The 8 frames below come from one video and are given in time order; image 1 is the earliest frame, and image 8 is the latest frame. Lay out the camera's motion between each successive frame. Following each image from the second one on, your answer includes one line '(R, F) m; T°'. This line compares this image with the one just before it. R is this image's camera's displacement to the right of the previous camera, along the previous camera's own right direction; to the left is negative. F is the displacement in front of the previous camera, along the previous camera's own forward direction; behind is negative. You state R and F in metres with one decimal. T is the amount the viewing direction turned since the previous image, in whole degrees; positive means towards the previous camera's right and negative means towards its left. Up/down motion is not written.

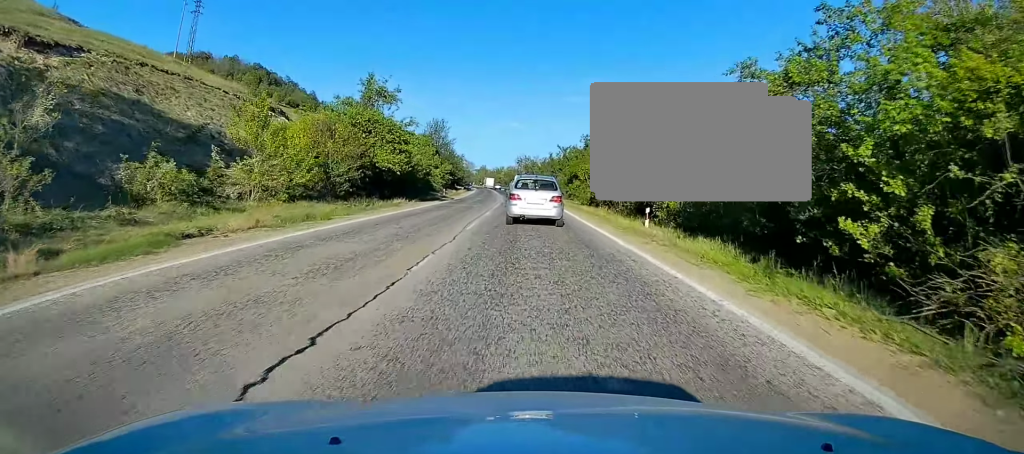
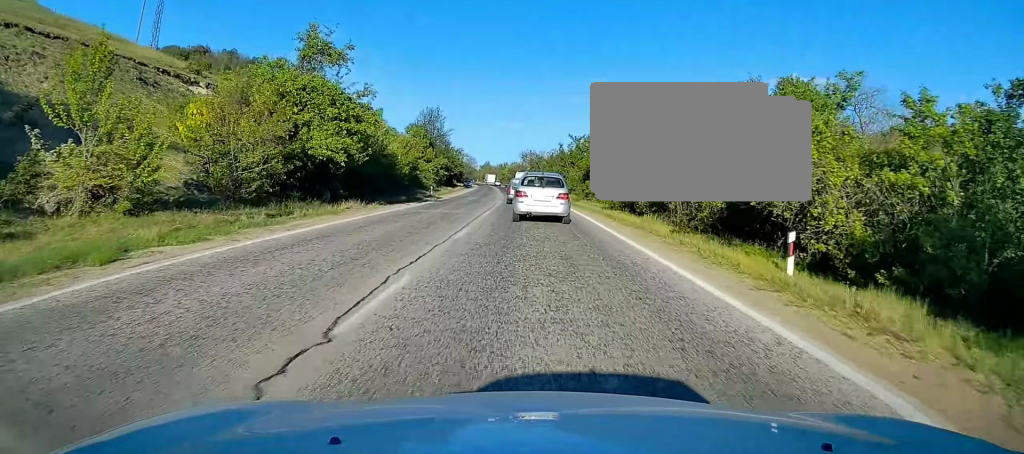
(+0.1, +12.5) m; -1°
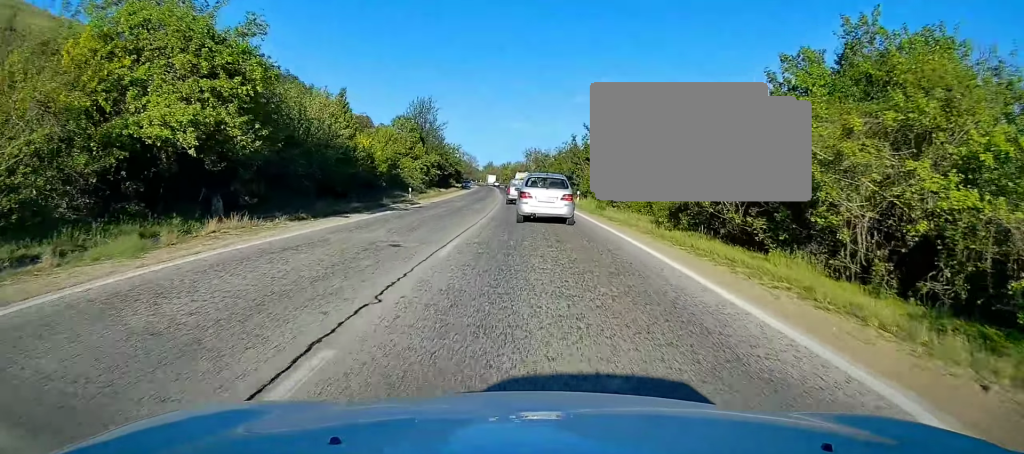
(-0.3, +12.3) m; -1°
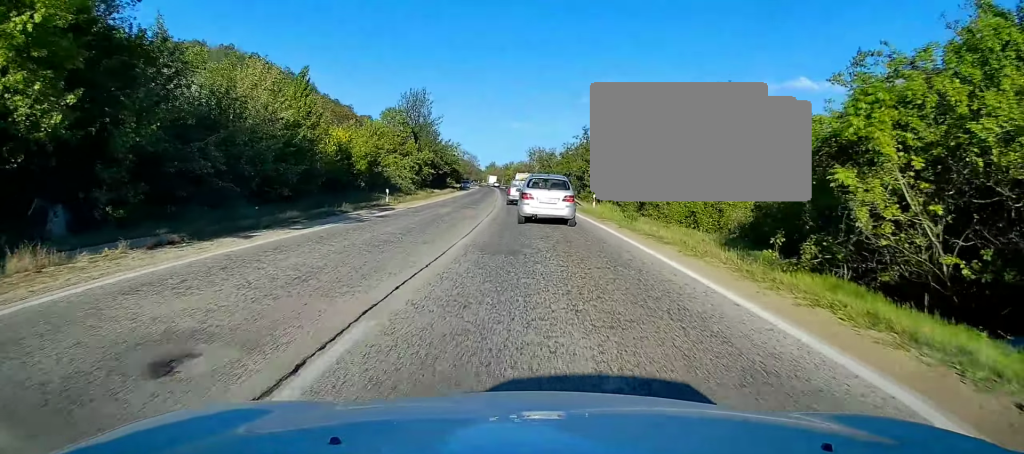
(-0.1, +8.2) m; 0°
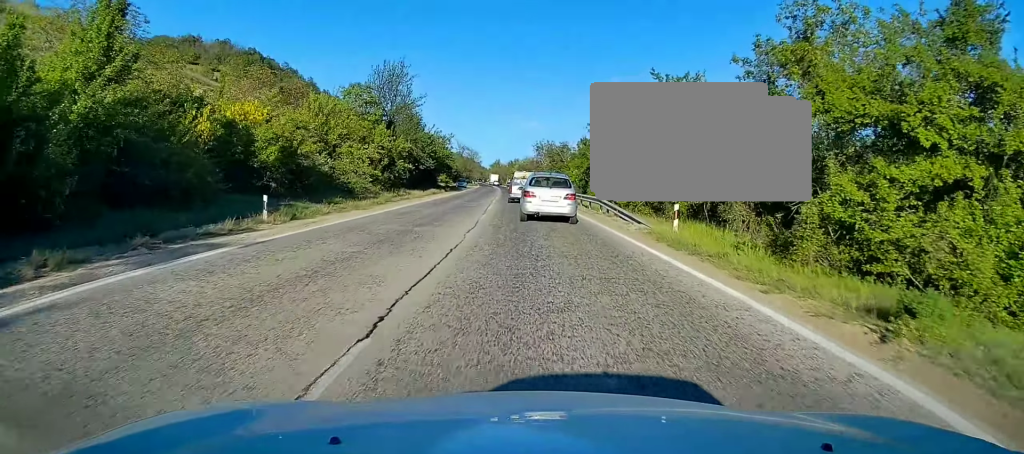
(0.0, +17.9) m; 0°
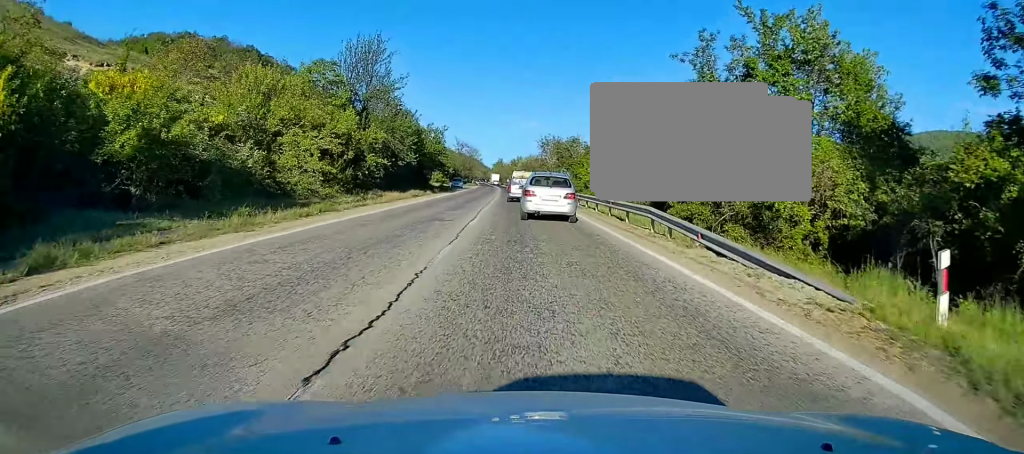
(0.0, +11.5) m; 0°
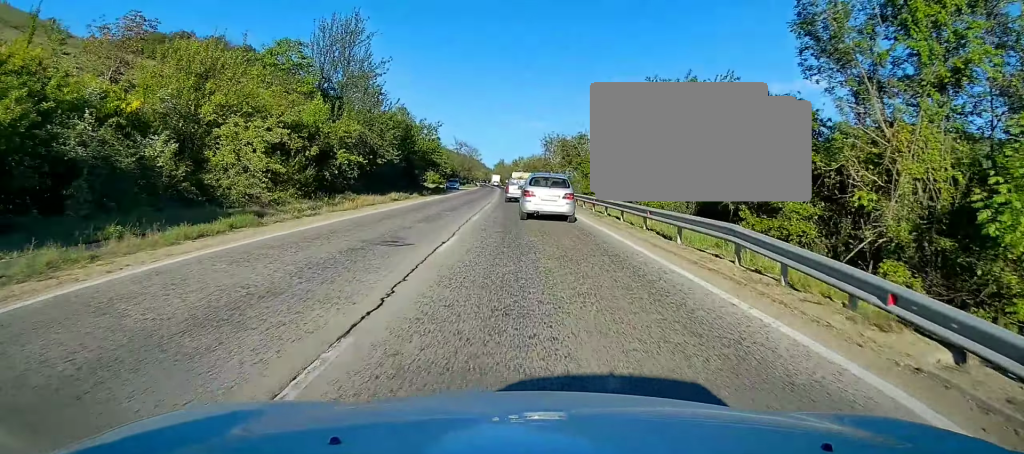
(0.0, +7.3) m; 0°
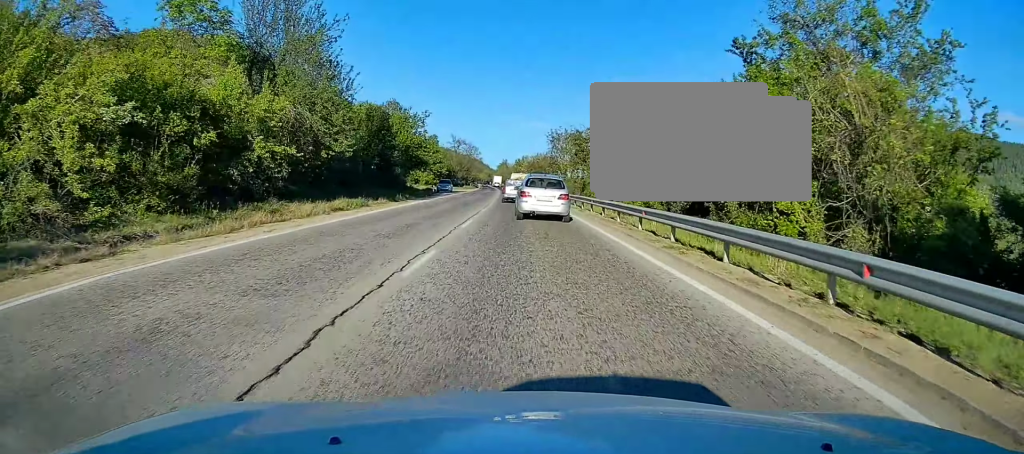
(0.0, +11.8) m; 0°
